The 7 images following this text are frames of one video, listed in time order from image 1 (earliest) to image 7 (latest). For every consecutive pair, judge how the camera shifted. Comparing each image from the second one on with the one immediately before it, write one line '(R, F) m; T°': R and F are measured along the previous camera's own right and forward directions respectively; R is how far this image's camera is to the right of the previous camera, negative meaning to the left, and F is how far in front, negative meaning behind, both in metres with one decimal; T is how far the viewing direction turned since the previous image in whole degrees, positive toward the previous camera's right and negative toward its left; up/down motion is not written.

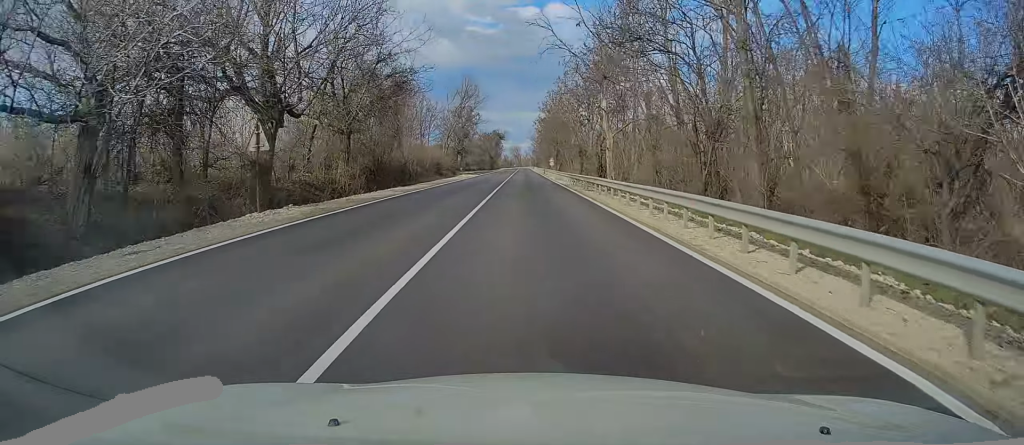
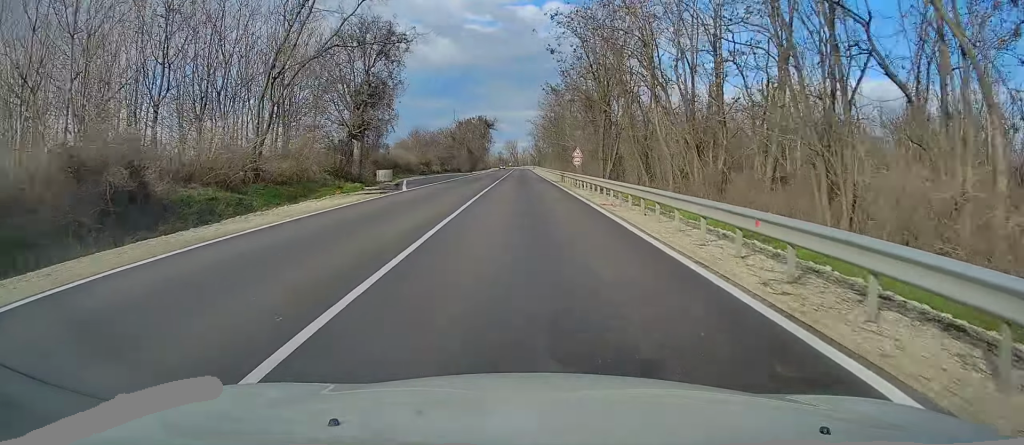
(-0.2, +54.8) m; 0°
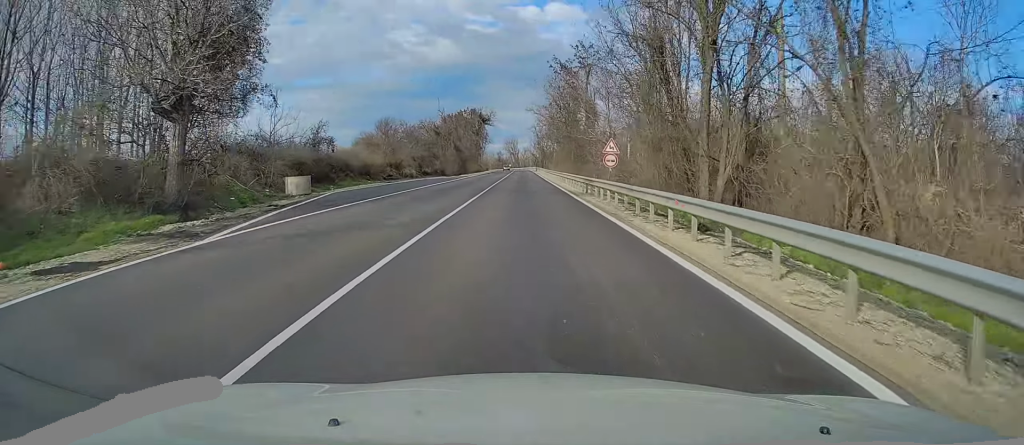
(+0.1, +19.8) m; 0°
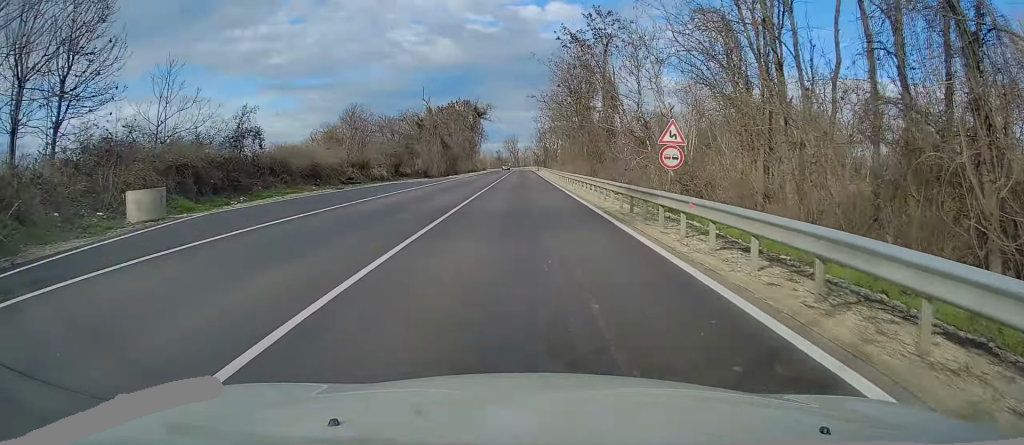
(-0.1, +13.4) m; 0°
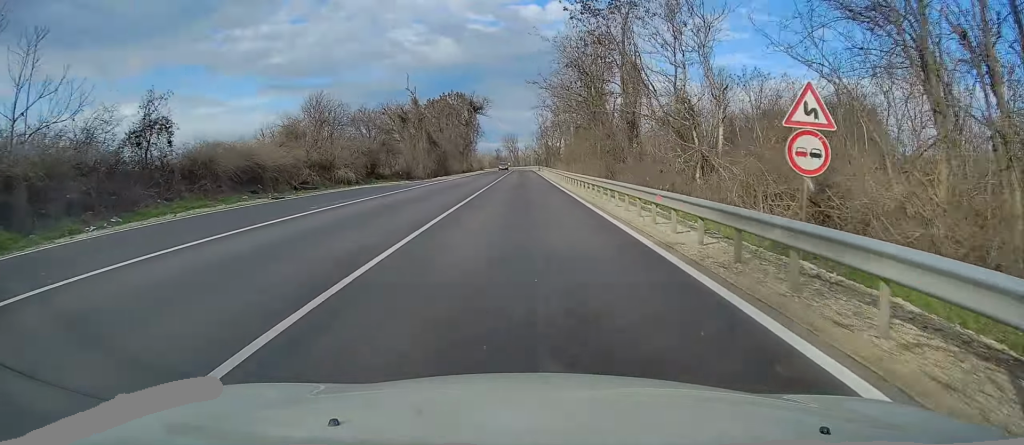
(0.0, +9.5) m; 0°
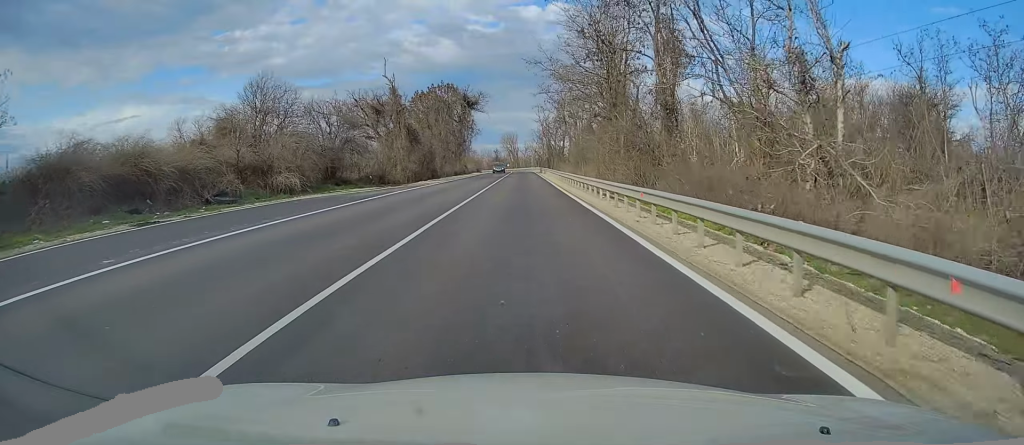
(+0.1, +10.2) m; 0°
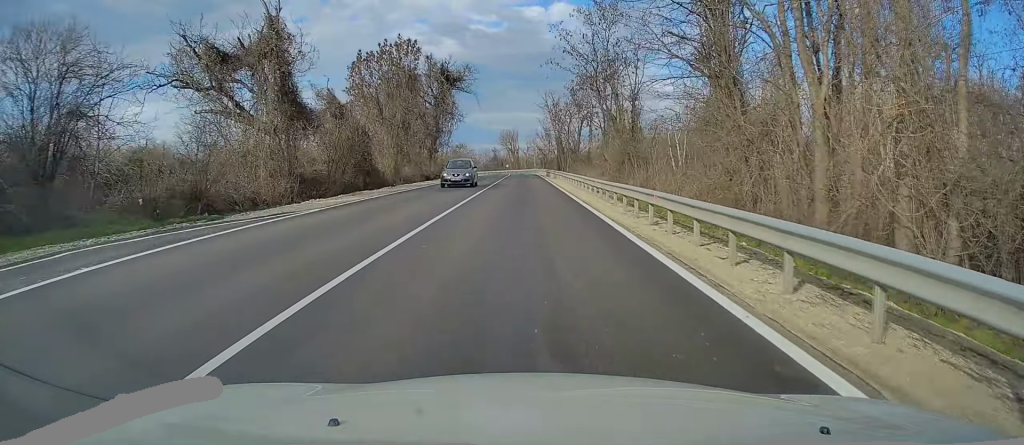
(+0.1, +26.0) m; 0°
